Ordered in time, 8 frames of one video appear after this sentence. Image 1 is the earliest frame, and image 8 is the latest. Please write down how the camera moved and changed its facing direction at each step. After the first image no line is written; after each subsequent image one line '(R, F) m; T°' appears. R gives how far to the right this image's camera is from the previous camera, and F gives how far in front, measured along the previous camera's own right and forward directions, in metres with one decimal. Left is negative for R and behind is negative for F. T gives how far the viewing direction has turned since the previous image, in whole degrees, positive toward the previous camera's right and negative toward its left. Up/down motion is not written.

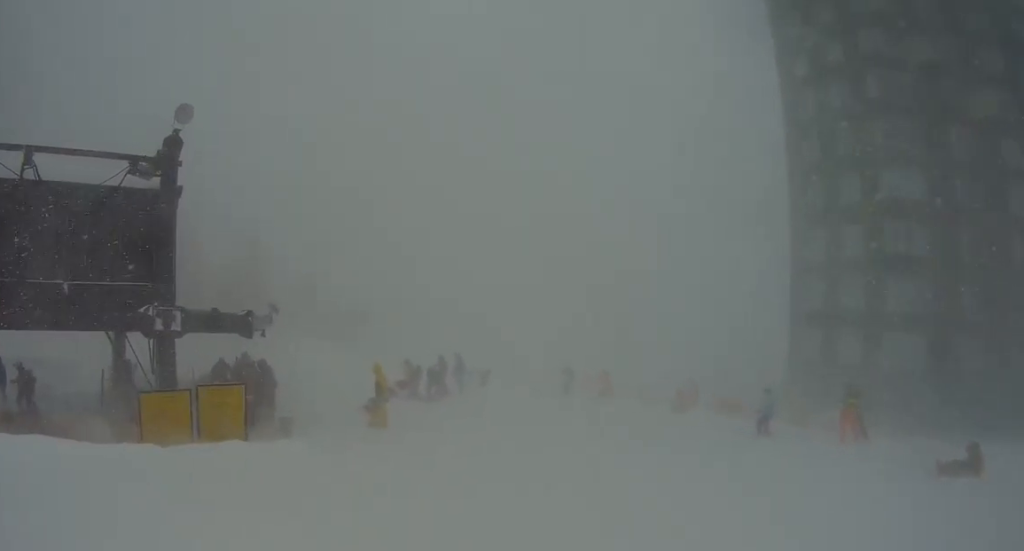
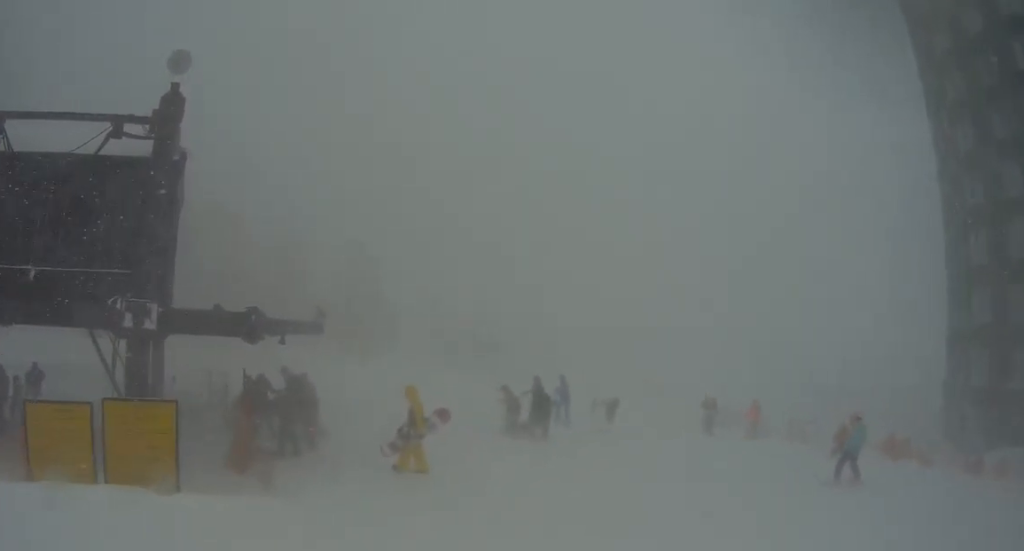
(+0.3, +4.7) m; +3°
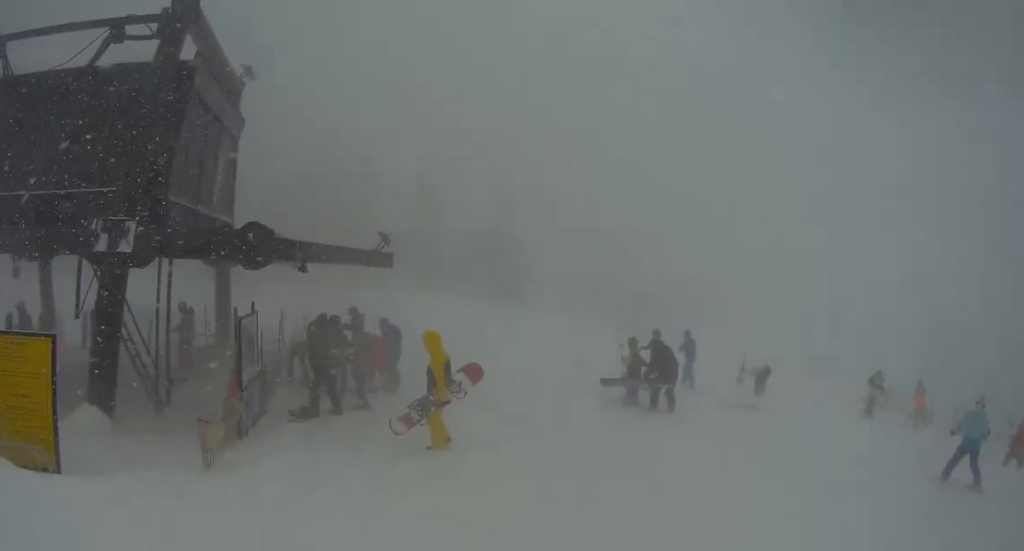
(+0.1, +4.1) m; +2°
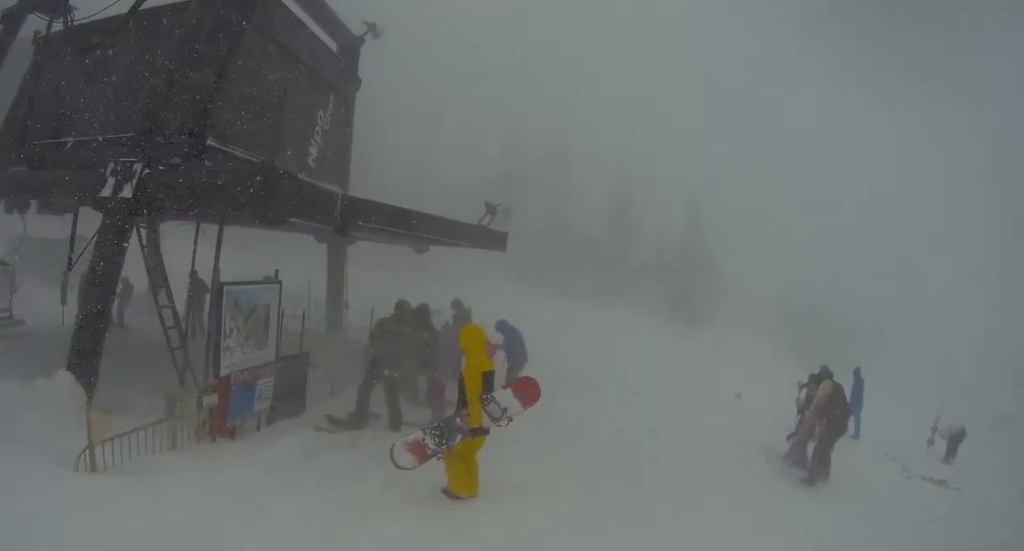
(0.0, +4.4) m; 0°
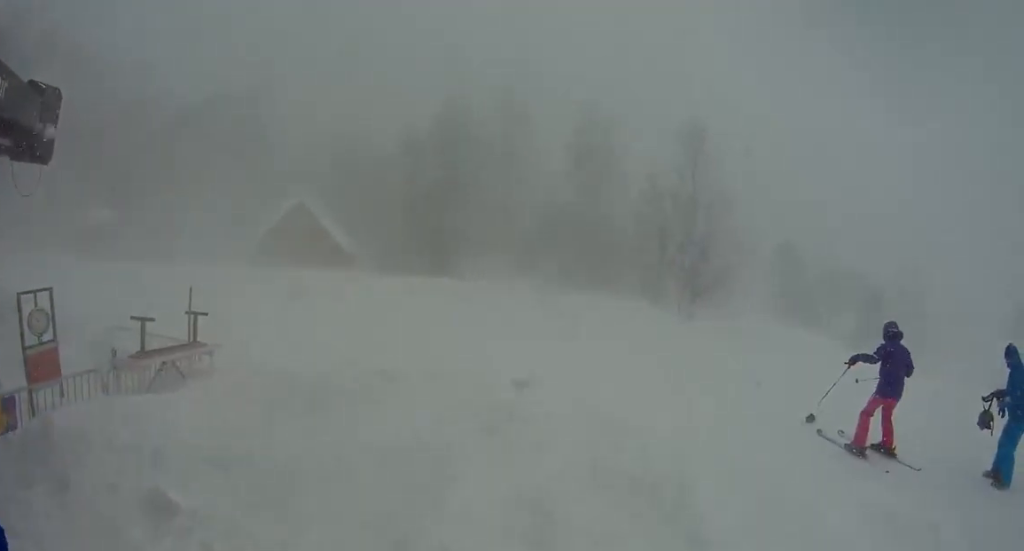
(+0.7, +18.7) m; -4°
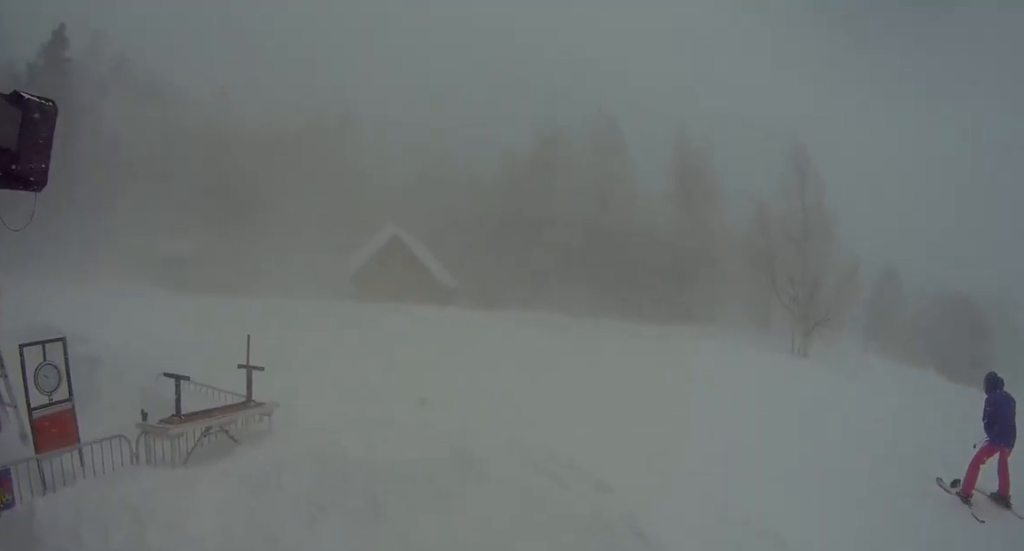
(-0.9, +5.3) m; -18°
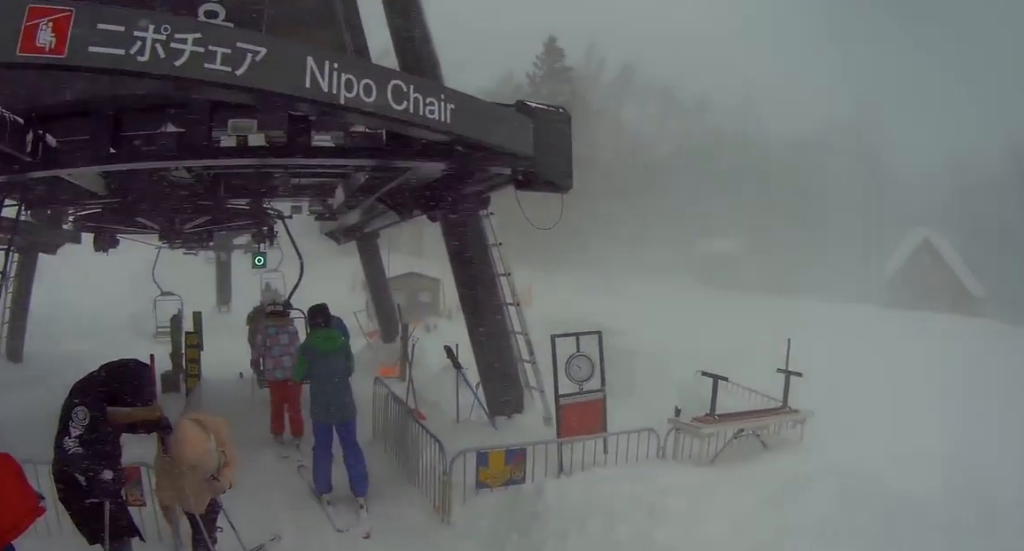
(-0.6, +4.0) m; -13°
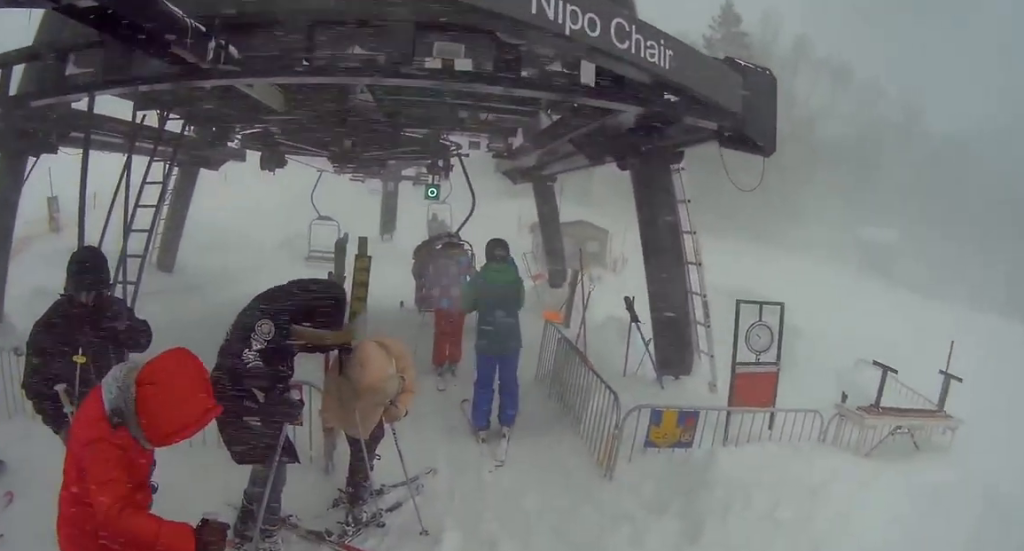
(0.0, +2.1) m; -6°
